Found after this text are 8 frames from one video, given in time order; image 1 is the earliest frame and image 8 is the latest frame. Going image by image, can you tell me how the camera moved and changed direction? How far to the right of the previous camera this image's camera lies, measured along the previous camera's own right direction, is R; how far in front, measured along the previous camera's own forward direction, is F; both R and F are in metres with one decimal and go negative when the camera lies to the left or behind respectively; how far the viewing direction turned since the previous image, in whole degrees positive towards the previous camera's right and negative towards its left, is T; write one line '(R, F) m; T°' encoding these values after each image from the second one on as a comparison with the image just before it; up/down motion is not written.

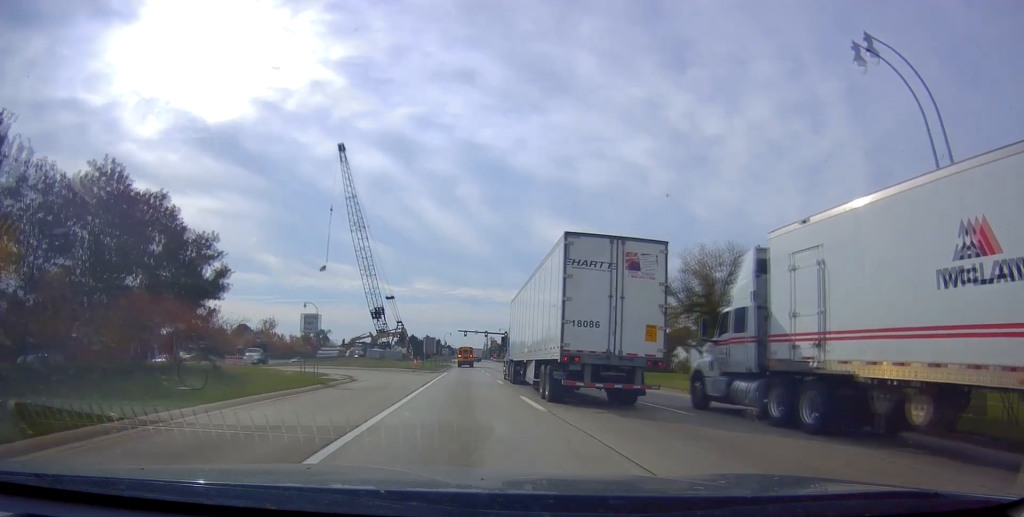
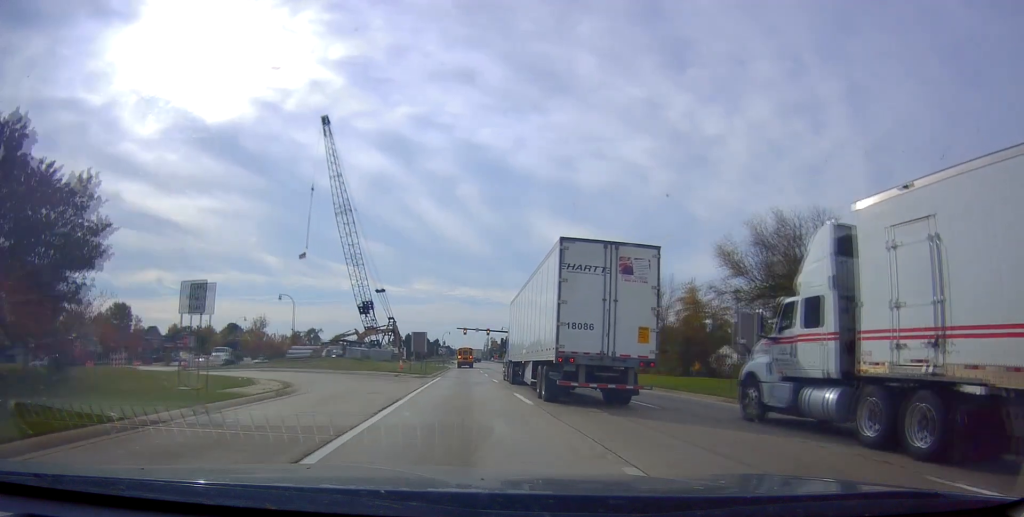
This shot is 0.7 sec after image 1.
(+0.2, +12.6) m; +1°
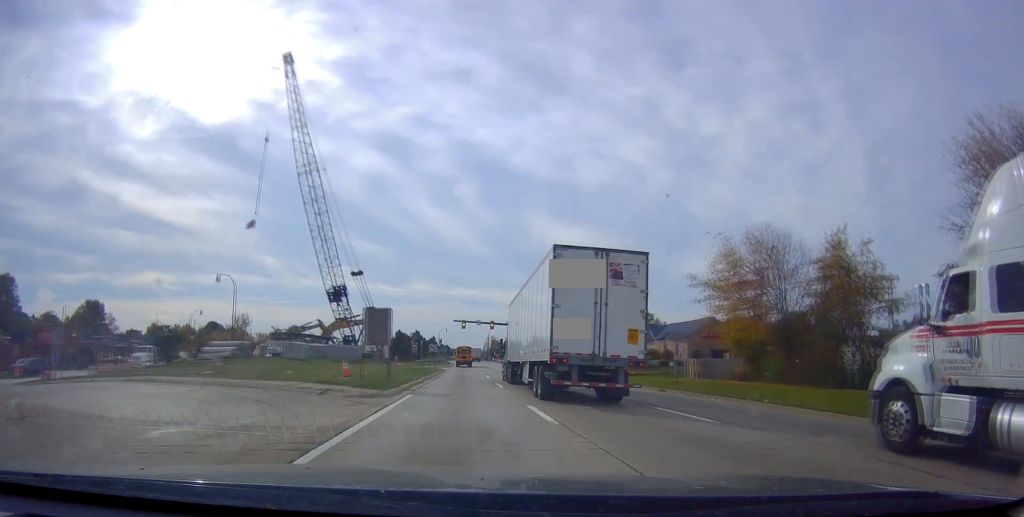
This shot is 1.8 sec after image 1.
(+0.5, +20.8) m; 0°
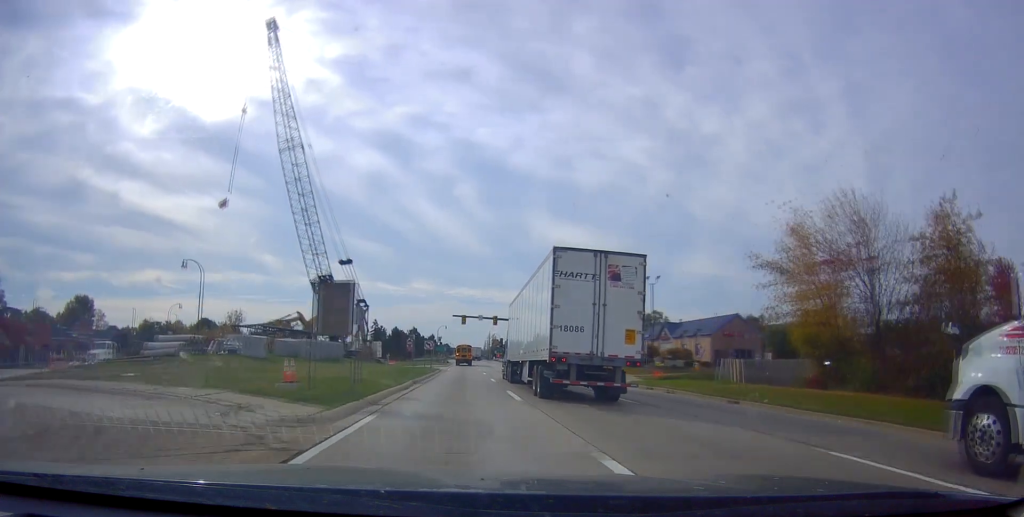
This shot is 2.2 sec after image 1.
(+0.2, +8.2) m; -1°
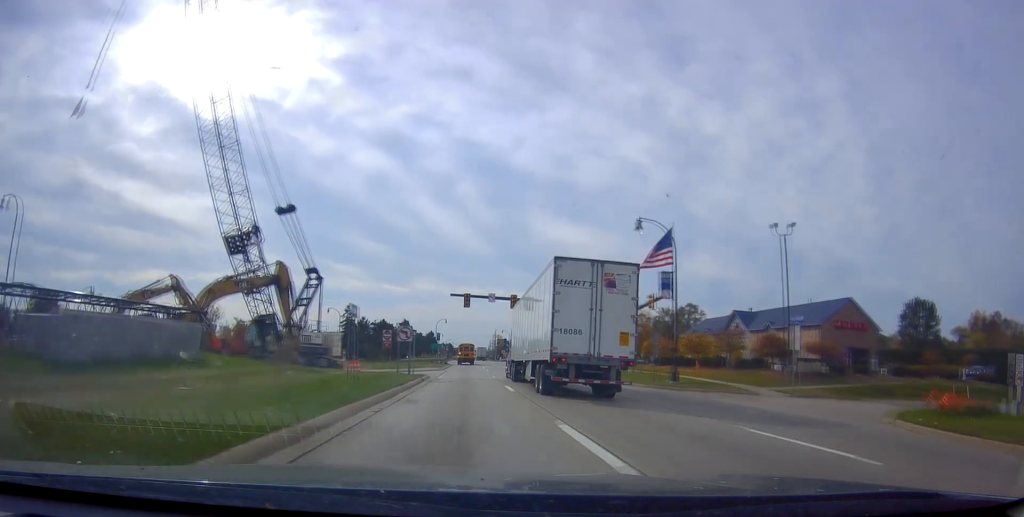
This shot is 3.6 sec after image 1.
(-1.1, +26.1) m; -2°
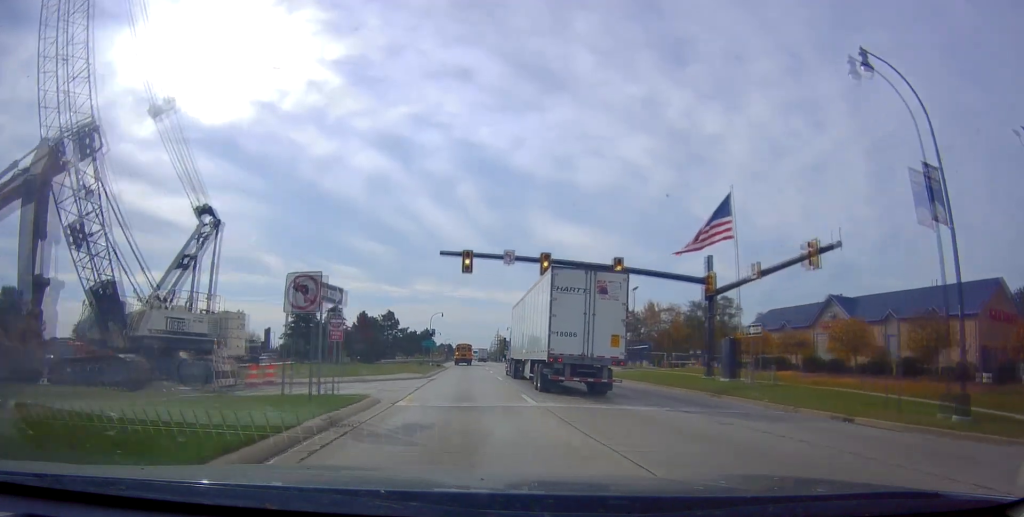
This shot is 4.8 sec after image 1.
(+0.3, +21.8) m; +1°
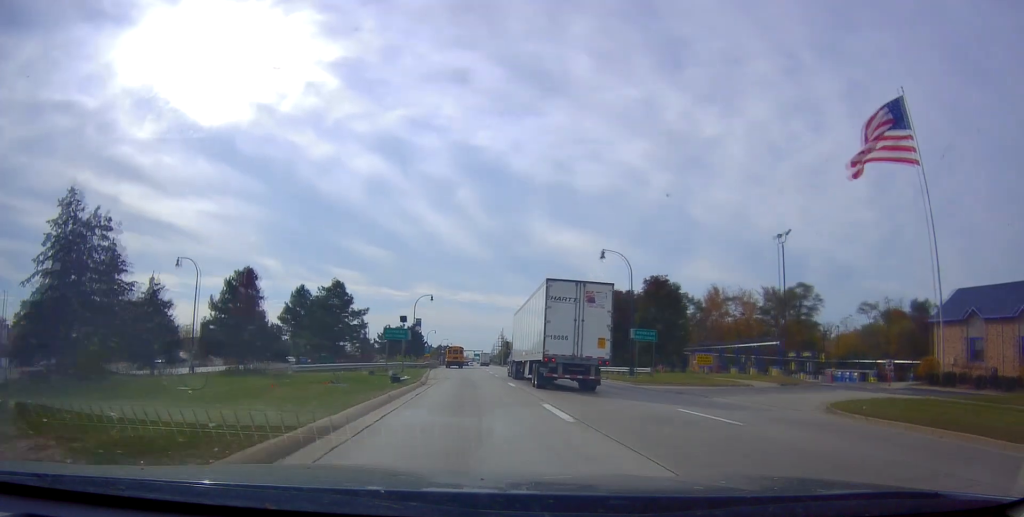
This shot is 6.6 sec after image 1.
(-0.5, +33.8) m; -1°
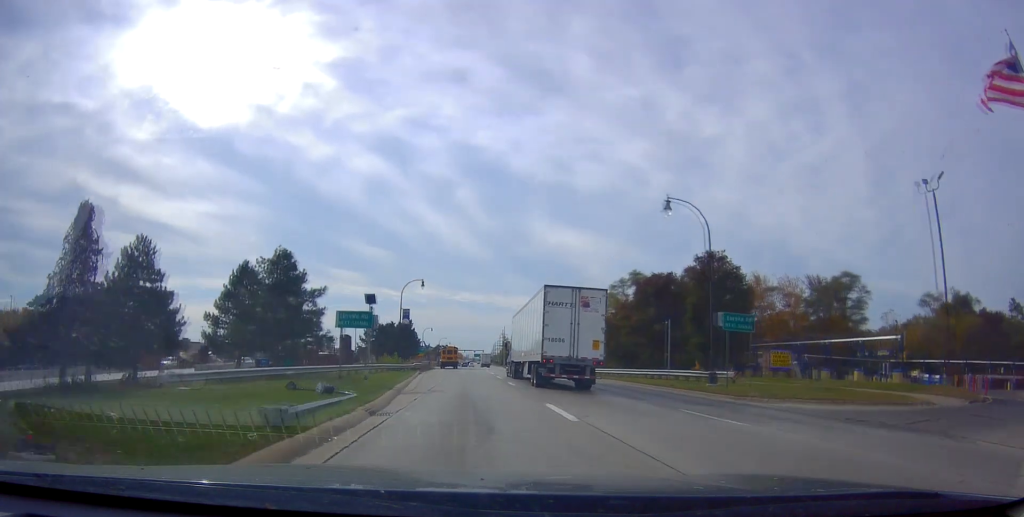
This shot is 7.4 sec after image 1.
(+0.1, +14.5) m; +1°
